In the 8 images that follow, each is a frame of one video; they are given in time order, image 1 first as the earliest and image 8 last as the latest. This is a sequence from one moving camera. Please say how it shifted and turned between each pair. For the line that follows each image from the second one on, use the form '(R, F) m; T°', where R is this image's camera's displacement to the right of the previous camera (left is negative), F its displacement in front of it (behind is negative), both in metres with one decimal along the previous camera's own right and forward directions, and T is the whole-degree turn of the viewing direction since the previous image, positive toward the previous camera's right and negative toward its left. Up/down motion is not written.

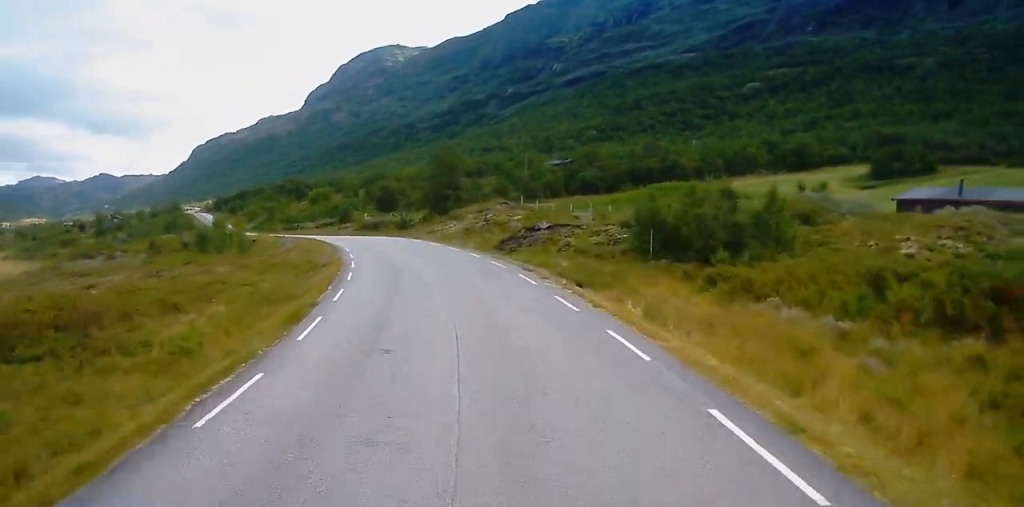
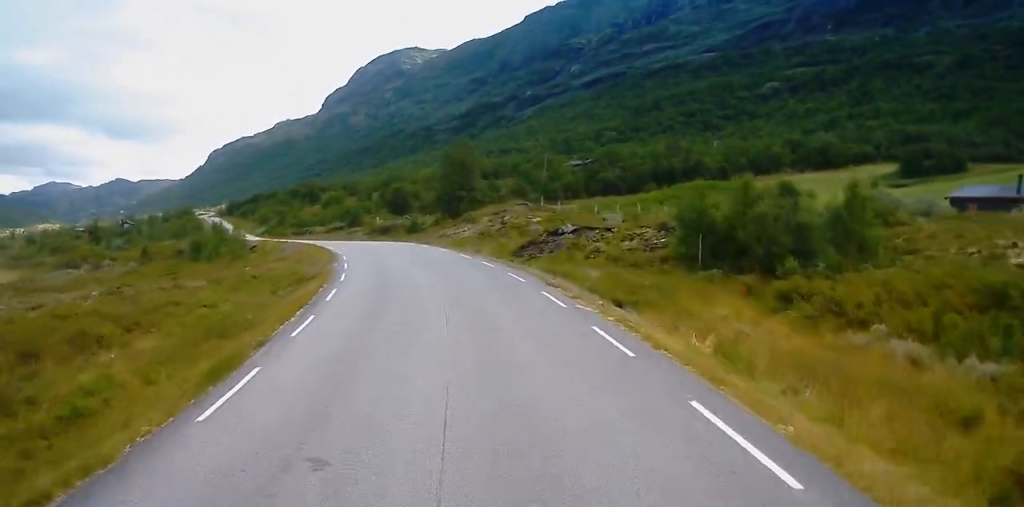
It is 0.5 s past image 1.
(-0.1, +5.6) m; -2°
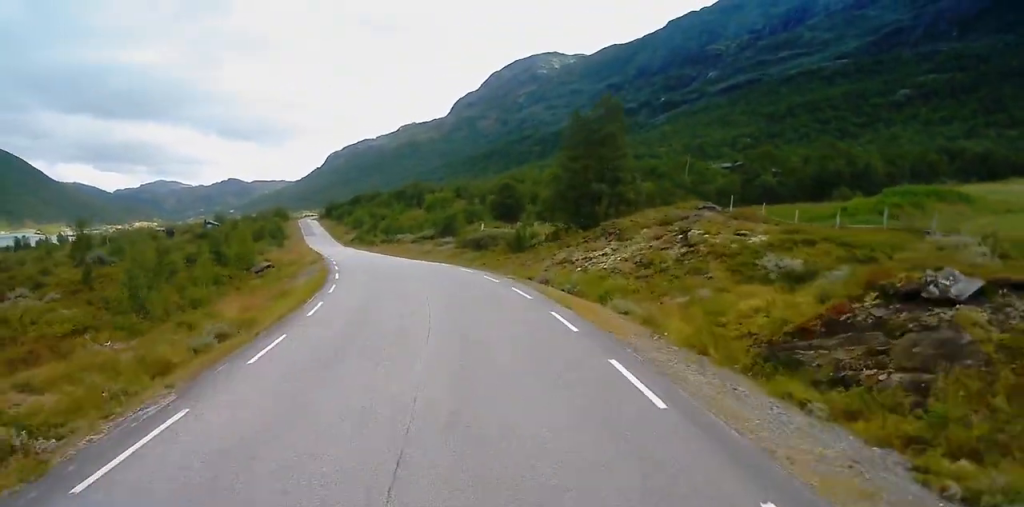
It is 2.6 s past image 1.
(-2.2, +27.0) m; -8°
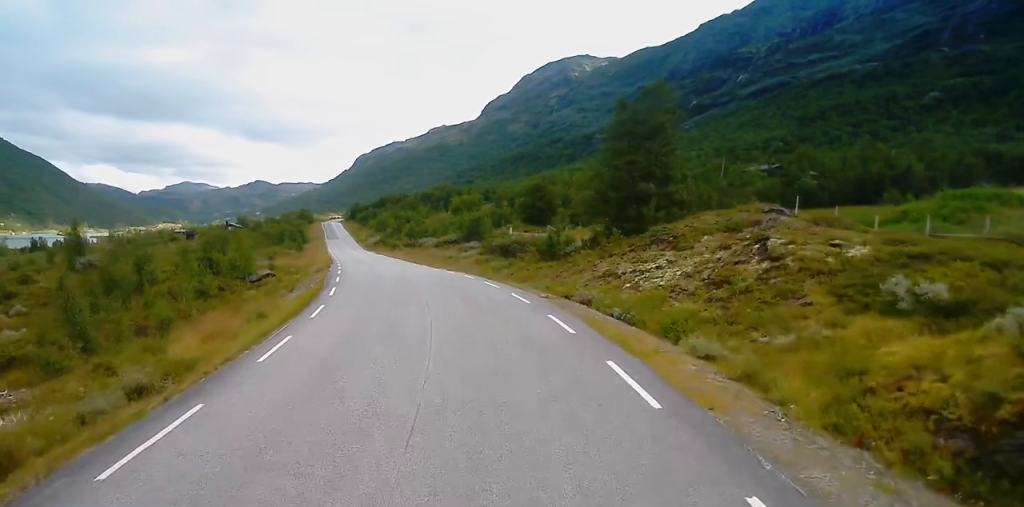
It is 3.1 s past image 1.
(+0.1, +5.6) m; -1°
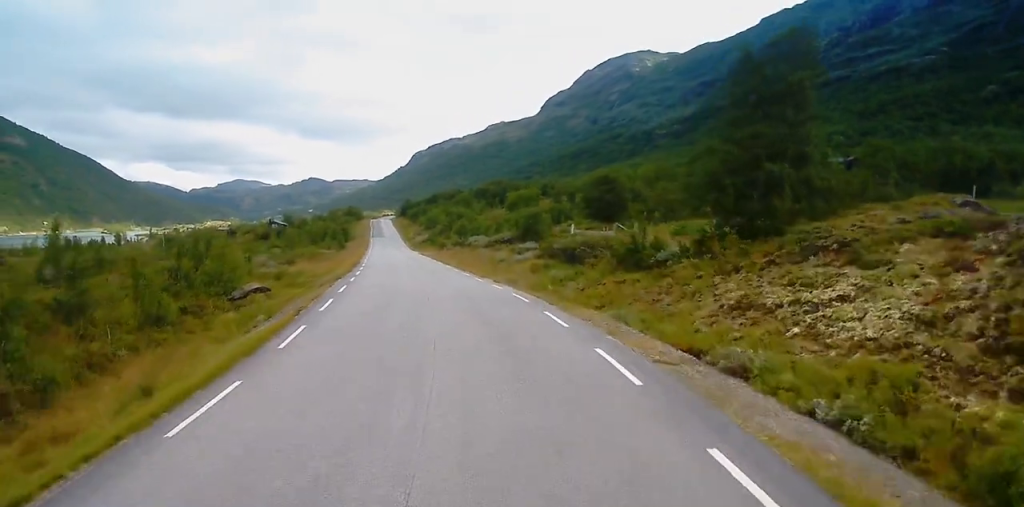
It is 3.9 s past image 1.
(-0.5, +10.7) m; -4°
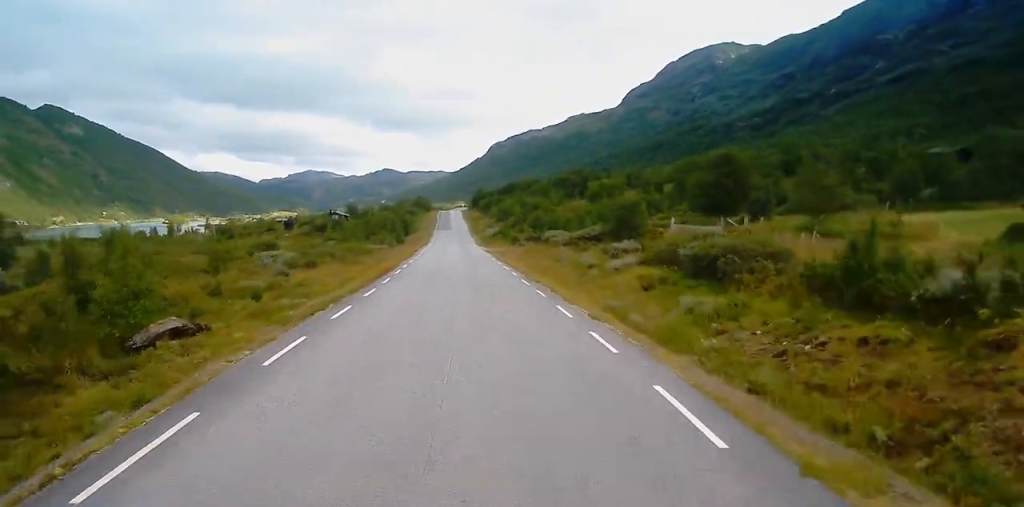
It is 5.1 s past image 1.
(-0.6, +14.7) m; -6°
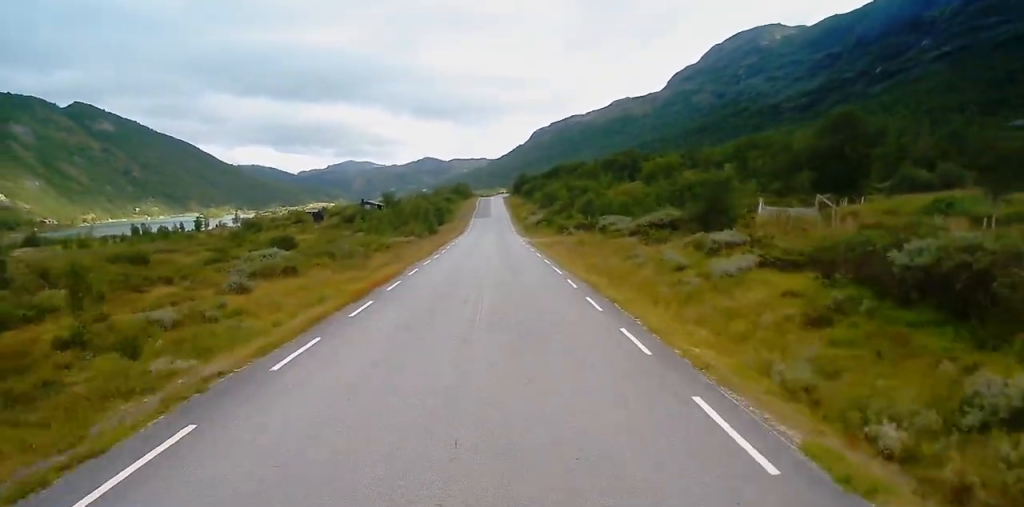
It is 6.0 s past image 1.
(-0.6, +12.9) m; -2°
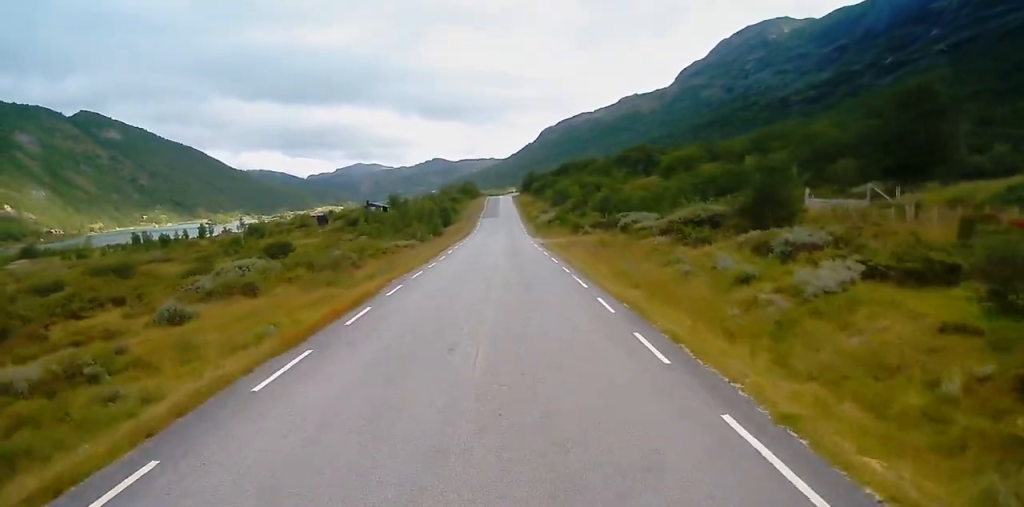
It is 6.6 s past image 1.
(0.0, +7.2) m; 0°
